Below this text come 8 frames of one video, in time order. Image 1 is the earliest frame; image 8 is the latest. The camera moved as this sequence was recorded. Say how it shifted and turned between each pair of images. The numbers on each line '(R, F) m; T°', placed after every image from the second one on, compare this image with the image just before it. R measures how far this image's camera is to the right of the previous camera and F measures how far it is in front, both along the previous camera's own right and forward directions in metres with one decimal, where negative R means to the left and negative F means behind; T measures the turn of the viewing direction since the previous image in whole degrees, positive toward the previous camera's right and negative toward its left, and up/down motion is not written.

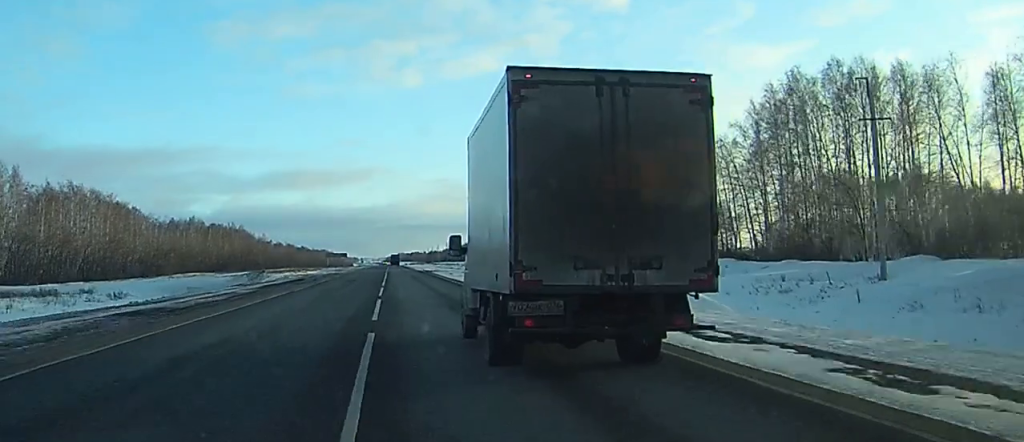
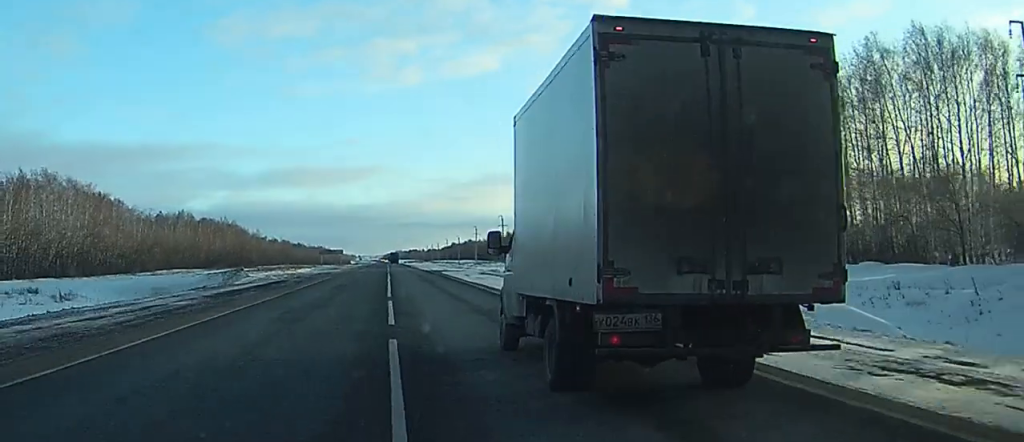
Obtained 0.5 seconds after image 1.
(0.0, +13.1) m; 0°
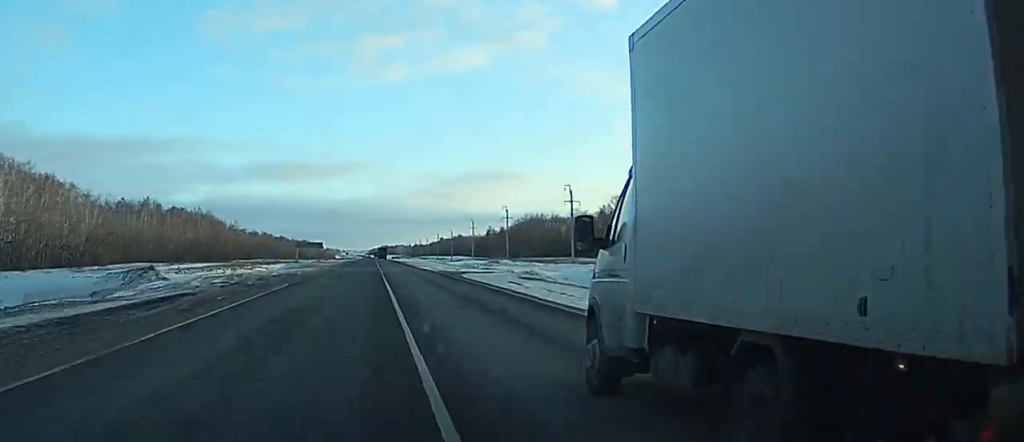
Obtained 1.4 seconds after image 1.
(-0.1, +25.2) m; 0°
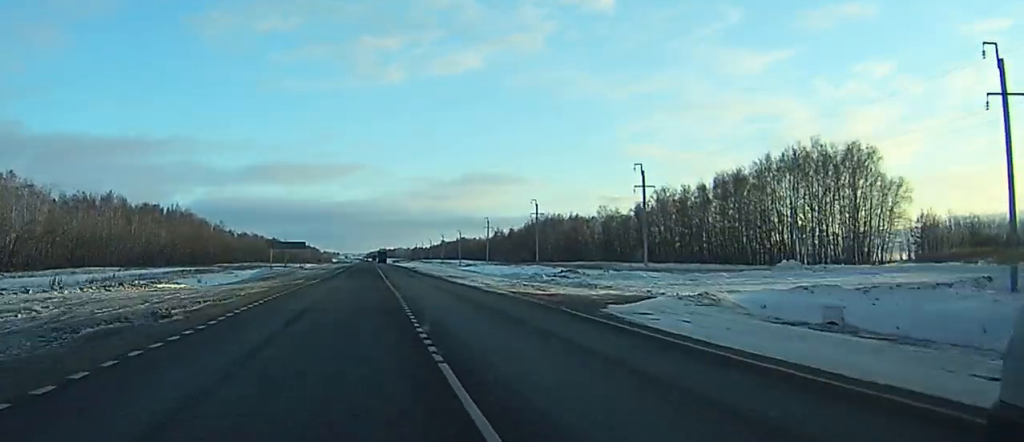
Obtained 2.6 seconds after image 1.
(+0.2, +32.3) m; 0°
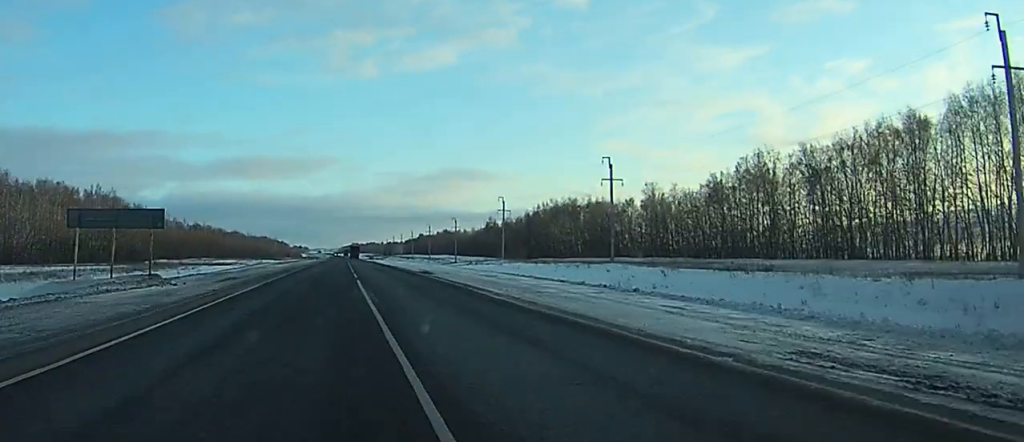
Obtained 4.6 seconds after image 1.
(+0.6, +57.4) m; +2°
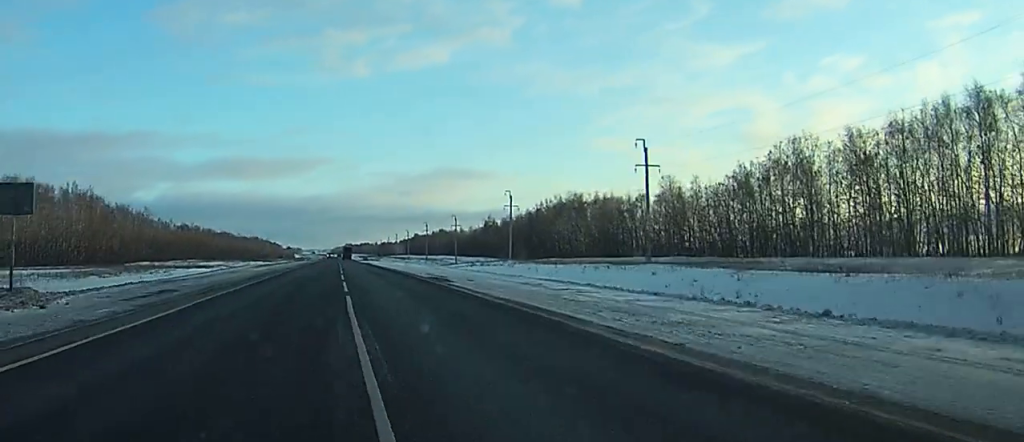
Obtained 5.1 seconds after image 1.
(+0.1, +13.8) m; 0°
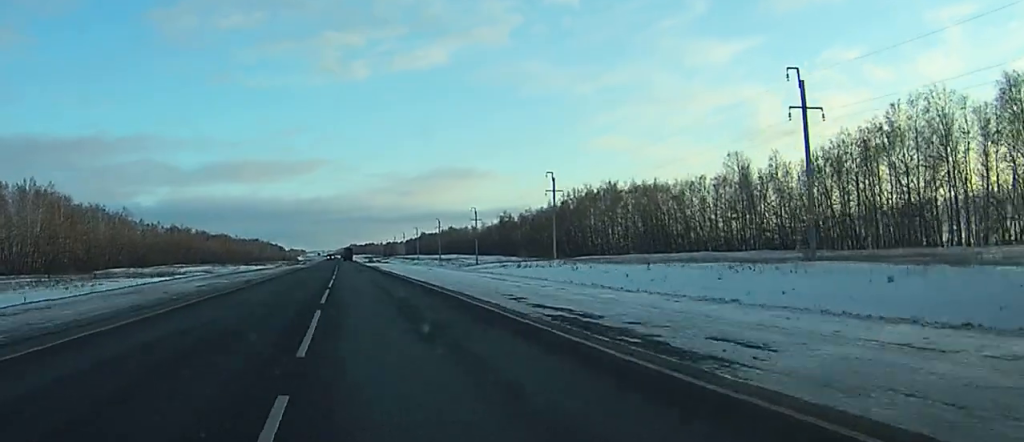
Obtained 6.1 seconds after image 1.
(+0.2, +29.8) m; 0°
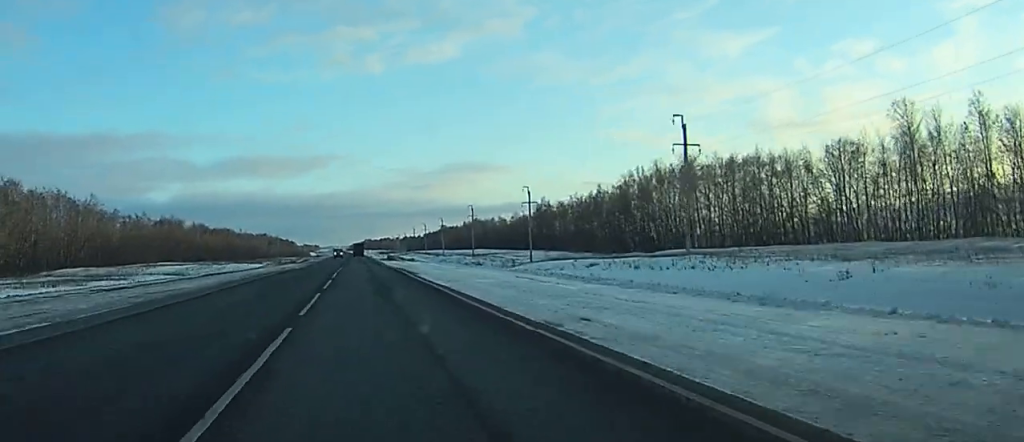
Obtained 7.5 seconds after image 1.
(+0.1, +43.3) m; 0°
